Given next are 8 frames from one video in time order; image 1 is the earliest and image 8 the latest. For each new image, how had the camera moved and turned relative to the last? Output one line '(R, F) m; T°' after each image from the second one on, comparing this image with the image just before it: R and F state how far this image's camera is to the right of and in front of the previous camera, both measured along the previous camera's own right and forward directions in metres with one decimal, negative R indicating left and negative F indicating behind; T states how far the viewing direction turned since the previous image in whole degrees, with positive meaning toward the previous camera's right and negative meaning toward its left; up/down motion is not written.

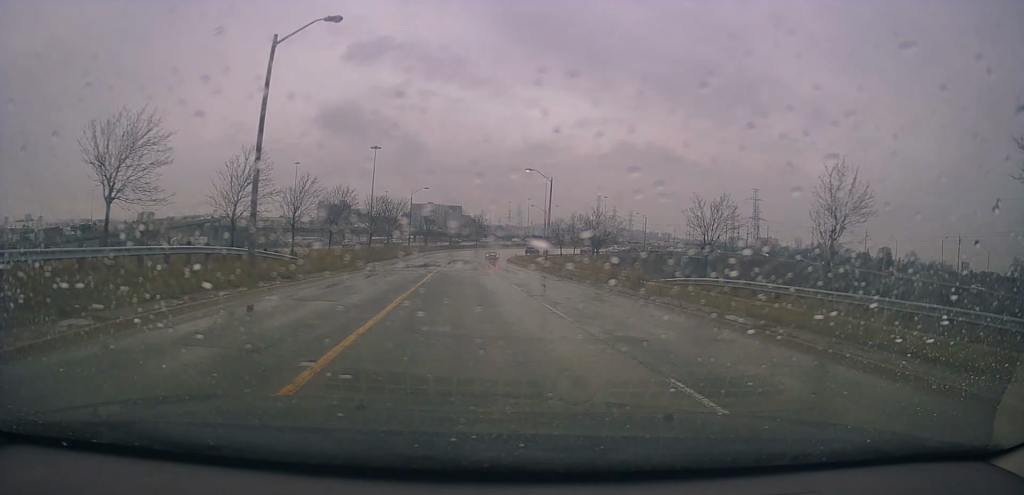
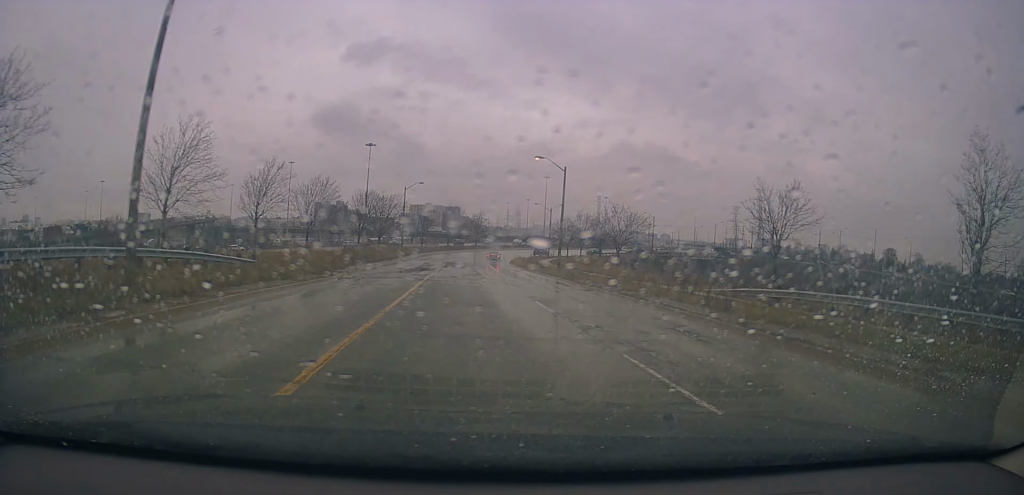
(0.0, +8.0) m; 0°
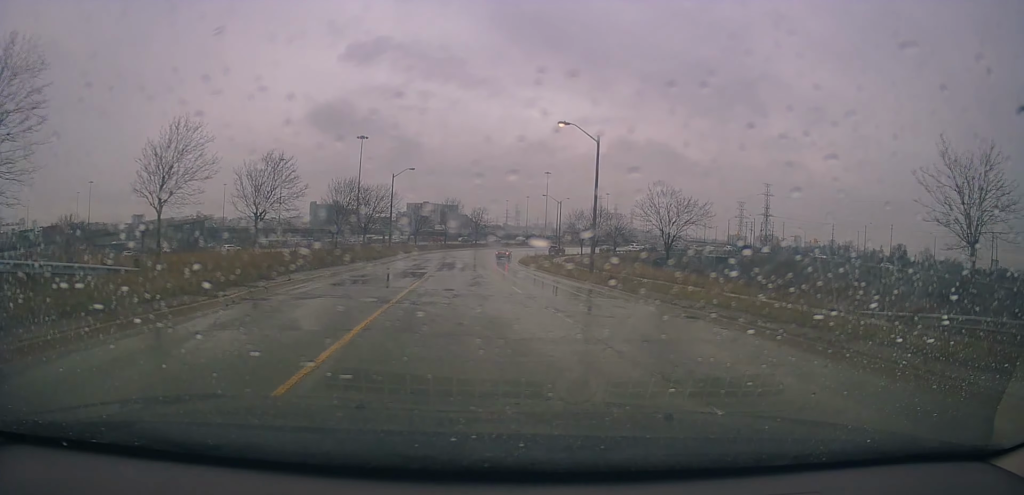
(0.0, +11.7) m; +1°
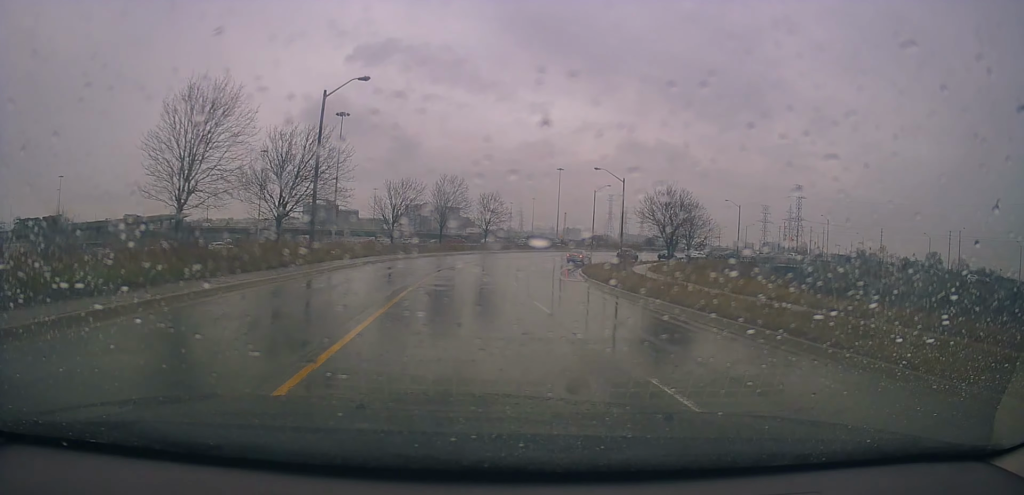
(+1.4, +34.5) m; +4°
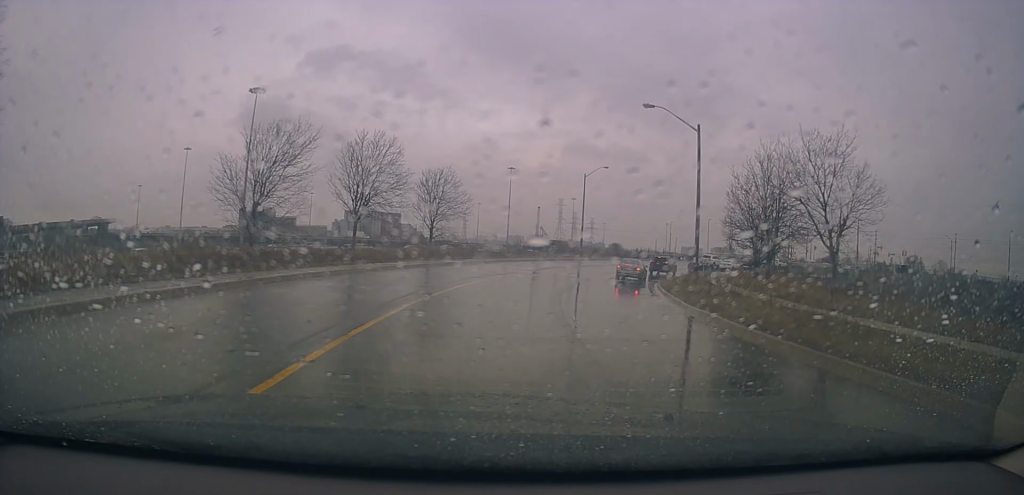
(+1.6, +27.4) m; +11°
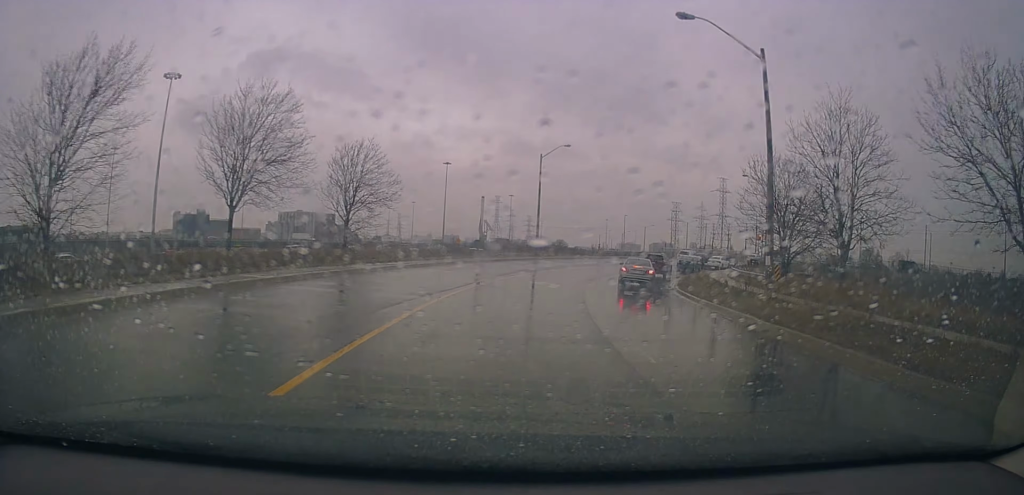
(+0.9, +11.5) m; +7°
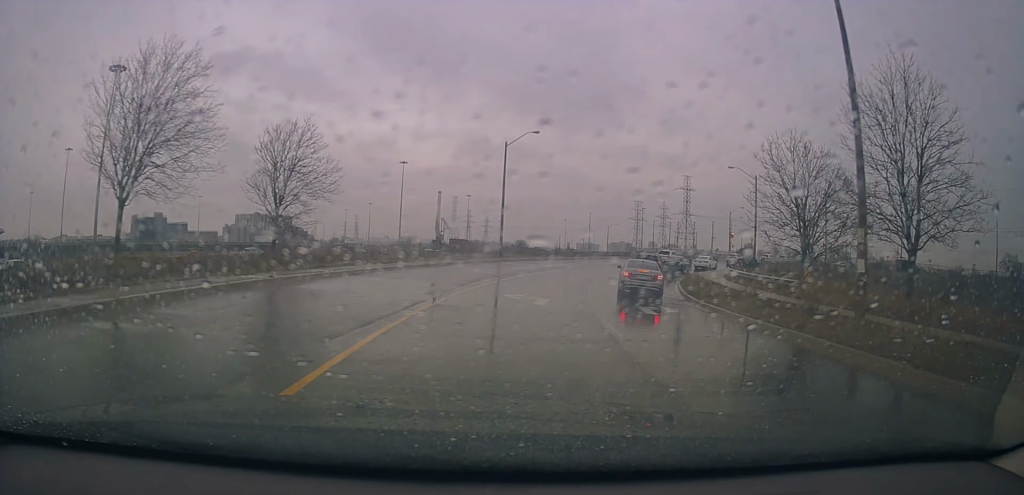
(+0.3, +6.0) m; +3°
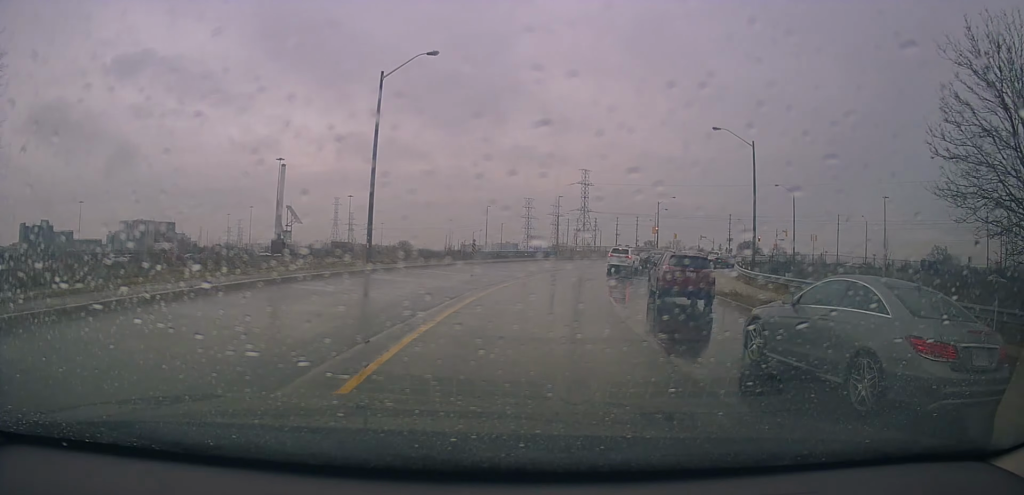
(+1.2, +17.0) m; +12°
